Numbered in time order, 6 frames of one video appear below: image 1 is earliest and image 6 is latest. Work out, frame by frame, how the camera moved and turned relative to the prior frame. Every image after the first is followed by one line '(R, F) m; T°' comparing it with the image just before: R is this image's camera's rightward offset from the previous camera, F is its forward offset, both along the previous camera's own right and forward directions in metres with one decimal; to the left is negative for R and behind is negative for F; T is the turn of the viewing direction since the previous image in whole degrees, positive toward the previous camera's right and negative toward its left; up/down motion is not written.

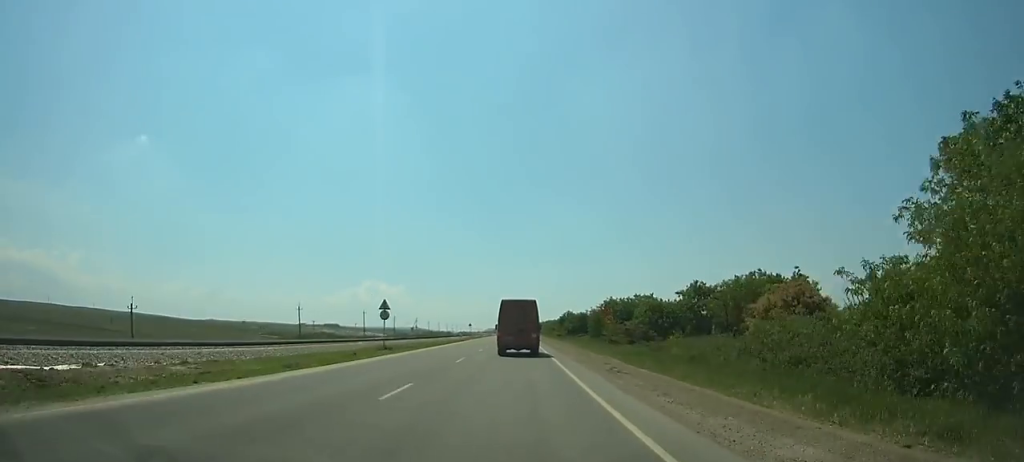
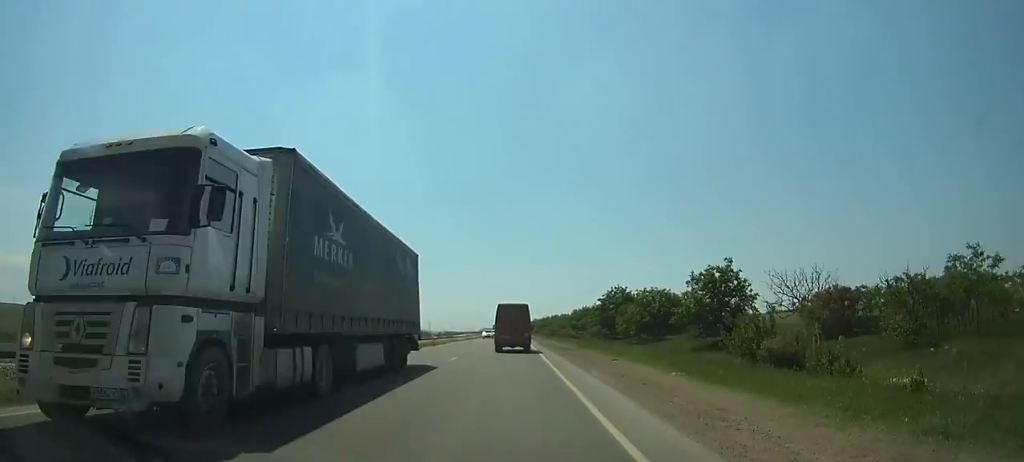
(+0.1, +95.0) m; 0°
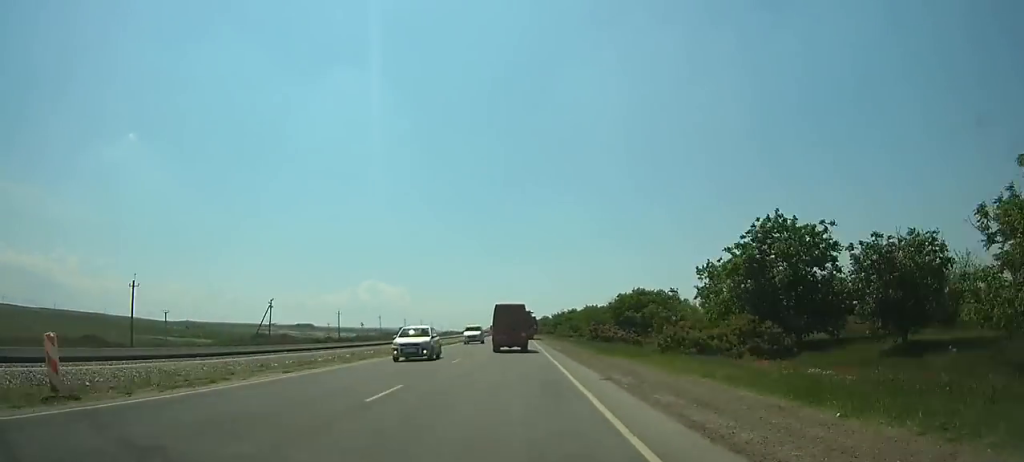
(0.0, +49.3) m; 0°
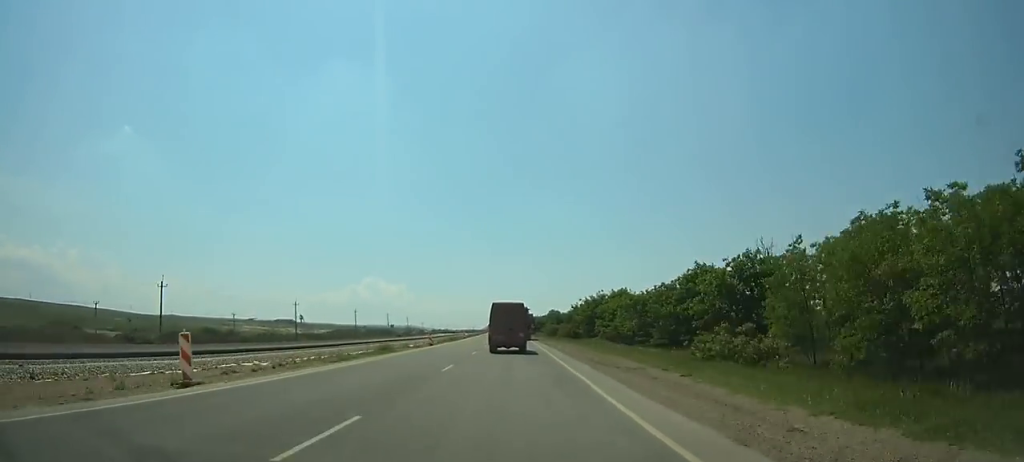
(0.0, +75.0) m; 0°
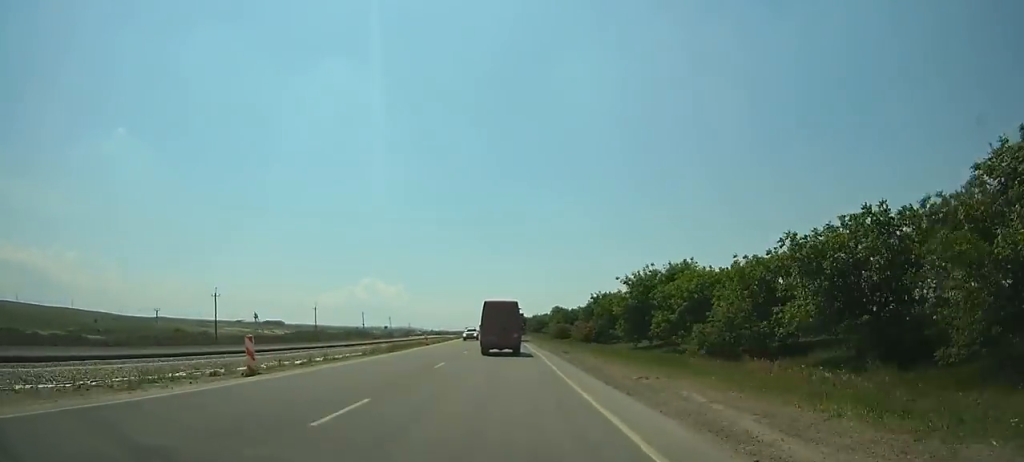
(+0.2, +33.2) m; 0°
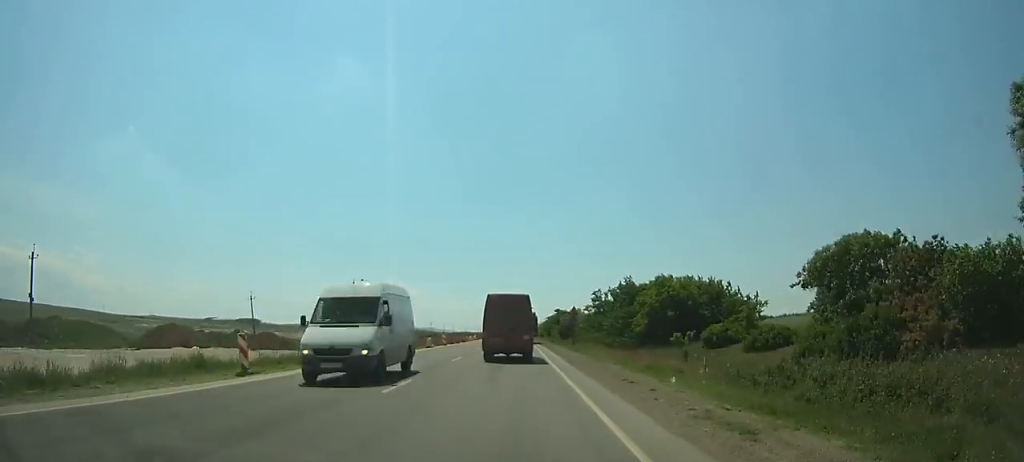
(-2.4, +153.3) m; -2°
